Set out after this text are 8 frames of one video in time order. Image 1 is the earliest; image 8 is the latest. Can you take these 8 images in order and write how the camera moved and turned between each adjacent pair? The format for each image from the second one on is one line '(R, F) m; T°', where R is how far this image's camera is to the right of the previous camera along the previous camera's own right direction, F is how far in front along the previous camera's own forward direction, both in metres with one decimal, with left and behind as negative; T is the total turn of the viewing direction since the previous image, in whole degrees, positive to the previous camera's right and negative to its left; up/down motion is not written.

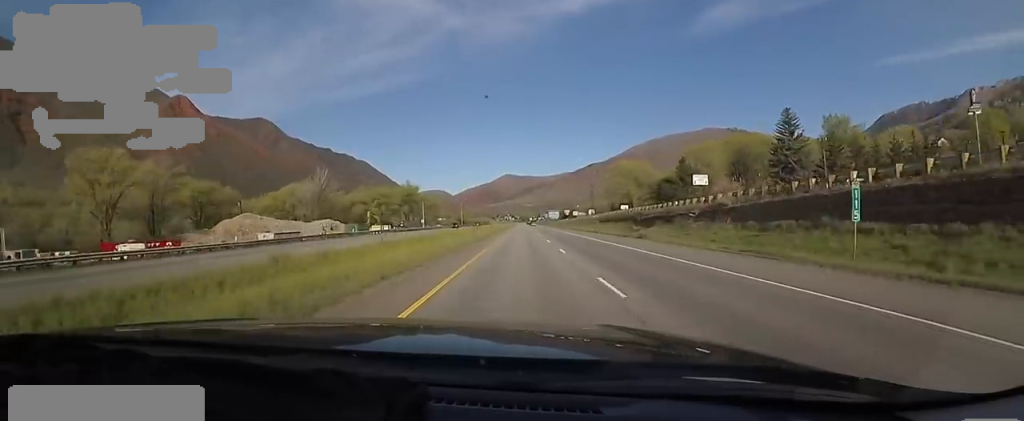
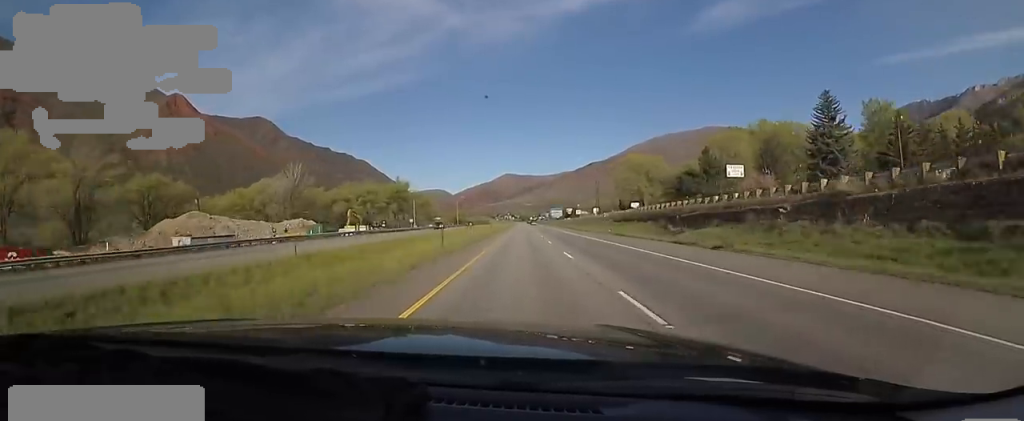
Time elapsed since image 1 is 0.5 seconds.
(+0.3, +14.6) m; -1°
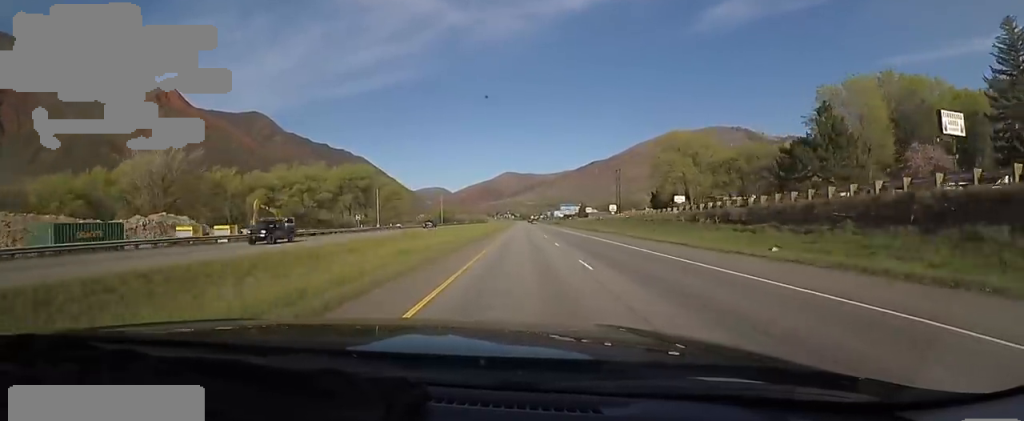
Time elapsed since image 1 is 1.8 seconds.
(-1.0, +40.3) m; 0°
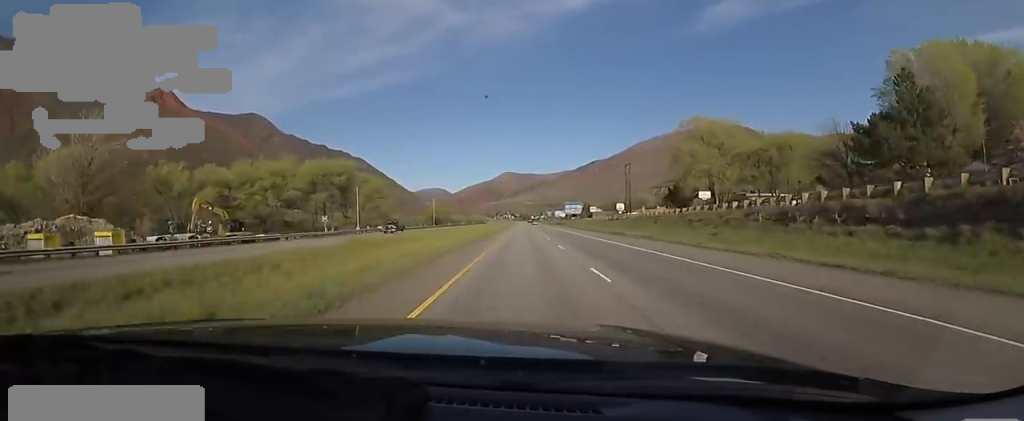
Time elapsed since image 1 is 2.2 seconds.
(+0.7, +14.4) m; 0°
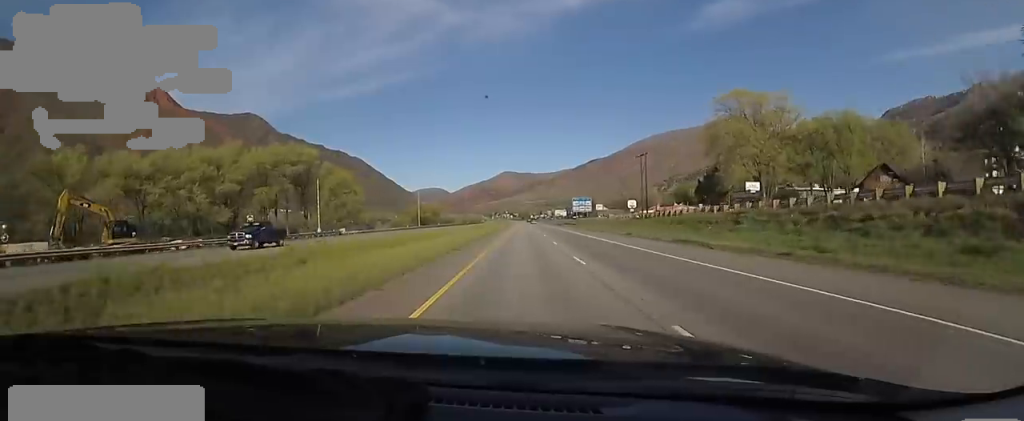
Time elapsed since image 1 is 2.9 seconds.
(-0.3, +20.4) m; 0°
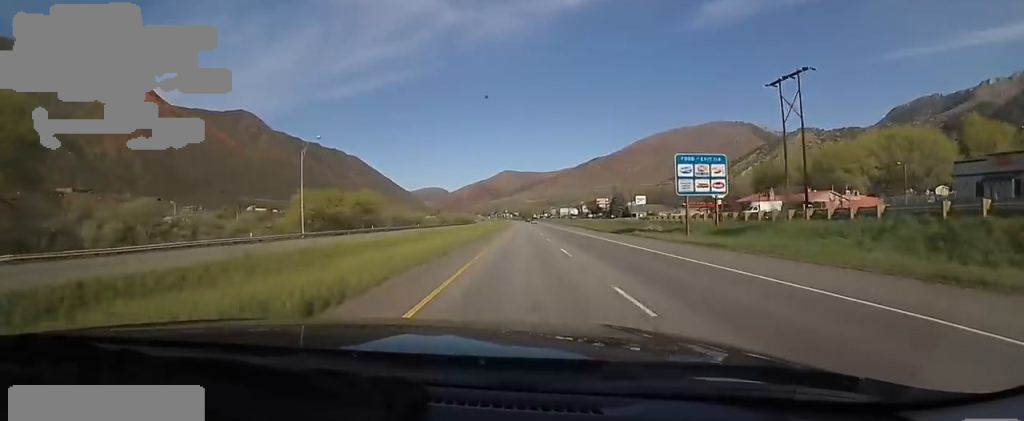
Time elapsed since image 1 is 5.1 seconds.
(-0.6, +68.3) m; -1°
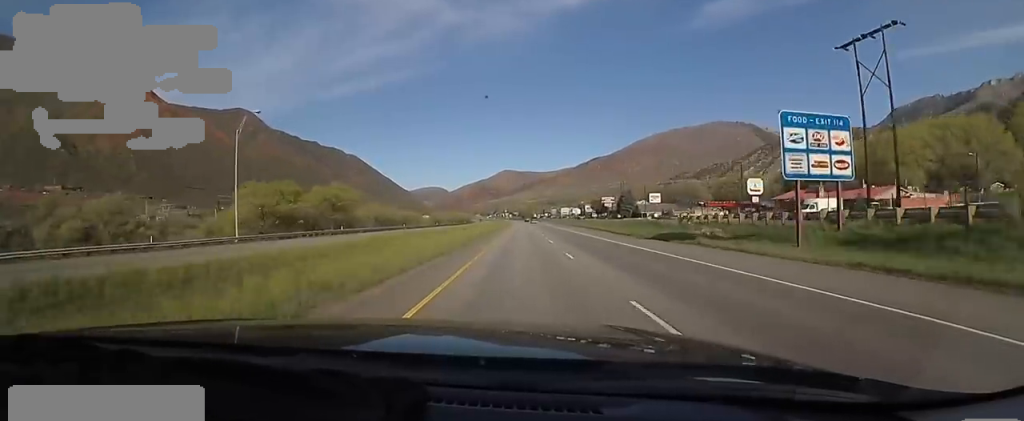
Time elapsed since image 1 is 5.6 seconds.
(-0.3, +14.7) m; 0°
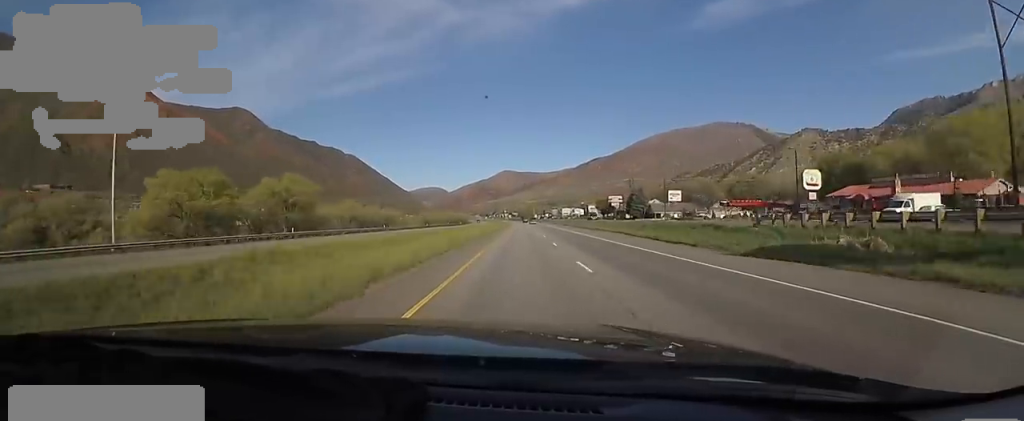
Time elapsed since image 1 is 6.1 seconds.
(+0.6, +15.9) m; 0°
